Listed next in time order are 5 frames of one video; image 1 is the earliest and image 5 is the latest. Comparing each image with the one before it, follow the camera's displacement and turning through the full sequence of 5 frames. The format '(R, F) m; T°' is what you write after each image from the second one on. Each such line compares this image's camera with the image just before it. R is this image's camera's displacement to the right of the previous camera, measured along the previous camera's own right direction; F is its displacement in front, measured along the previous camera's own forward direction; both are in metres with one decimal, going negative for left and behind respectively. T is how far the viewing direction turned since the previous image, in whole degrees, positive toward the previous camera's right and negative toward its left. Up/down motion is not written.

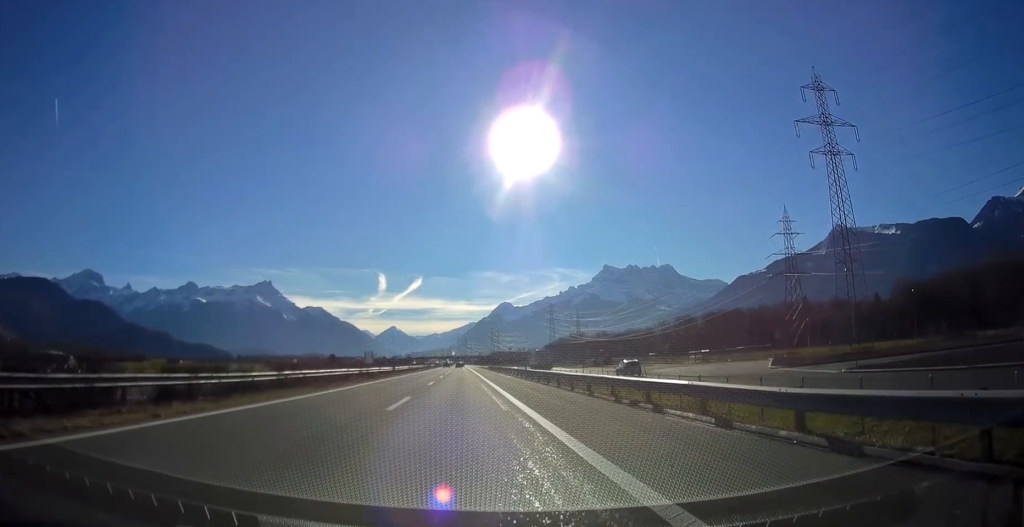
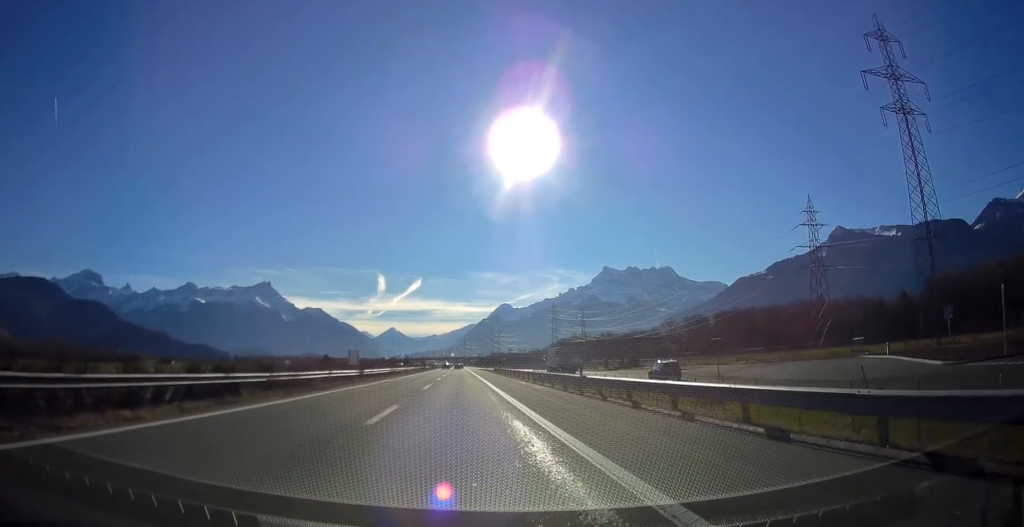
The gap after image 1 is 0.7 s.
(-0.1, +22.5) m; 0°
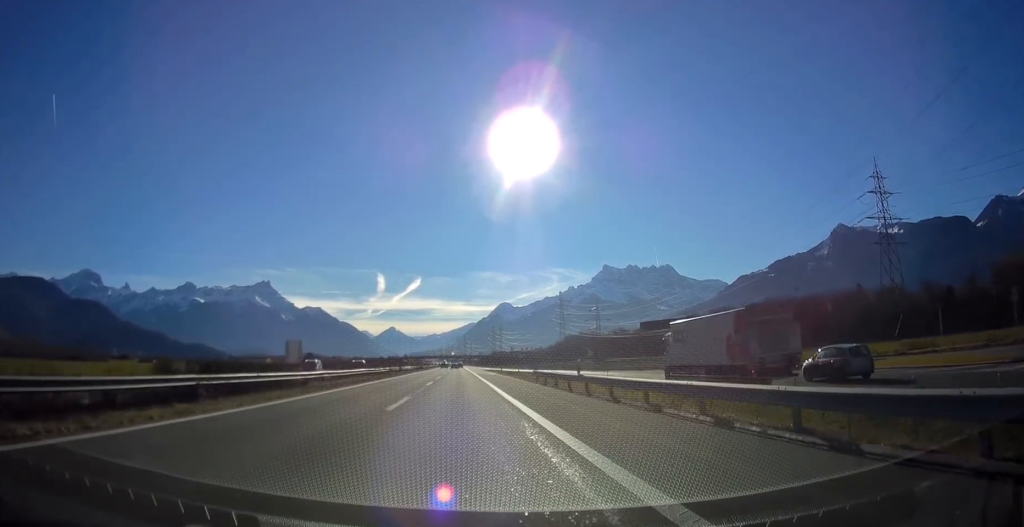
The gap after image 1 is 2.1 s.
(0.0, +49.4) m; 0°
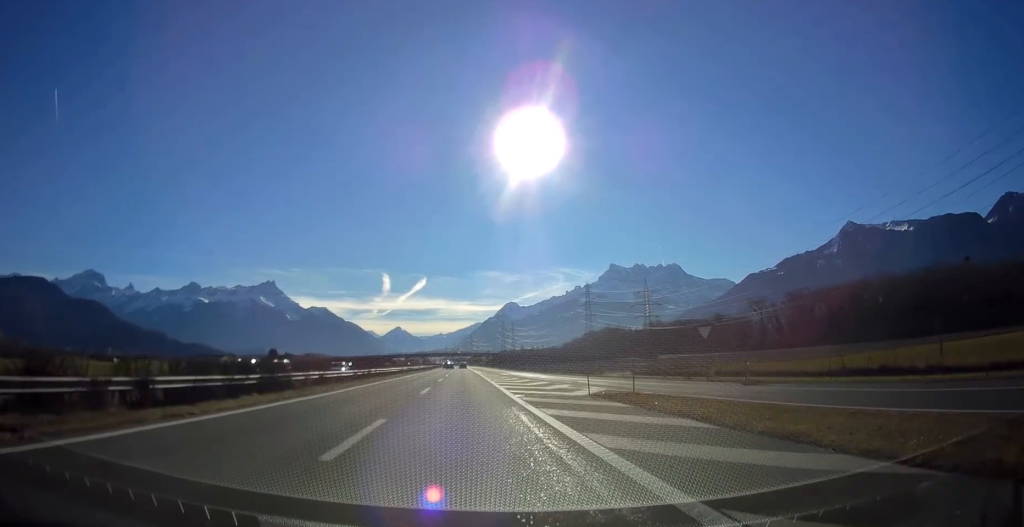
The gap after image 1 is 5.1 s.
(-0.3, +99.1) m; 0°
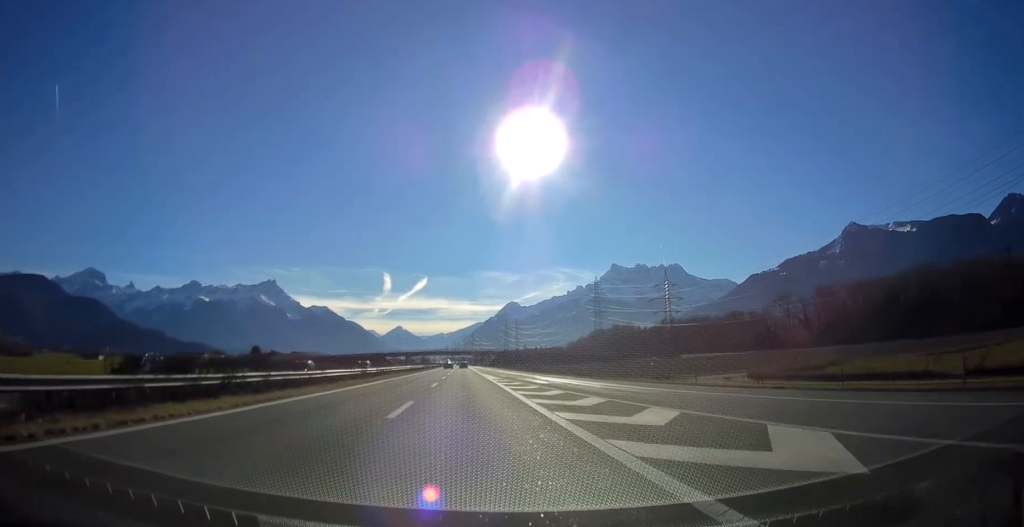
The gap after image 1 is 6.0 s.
(0.0, +30.4) m; 0°
